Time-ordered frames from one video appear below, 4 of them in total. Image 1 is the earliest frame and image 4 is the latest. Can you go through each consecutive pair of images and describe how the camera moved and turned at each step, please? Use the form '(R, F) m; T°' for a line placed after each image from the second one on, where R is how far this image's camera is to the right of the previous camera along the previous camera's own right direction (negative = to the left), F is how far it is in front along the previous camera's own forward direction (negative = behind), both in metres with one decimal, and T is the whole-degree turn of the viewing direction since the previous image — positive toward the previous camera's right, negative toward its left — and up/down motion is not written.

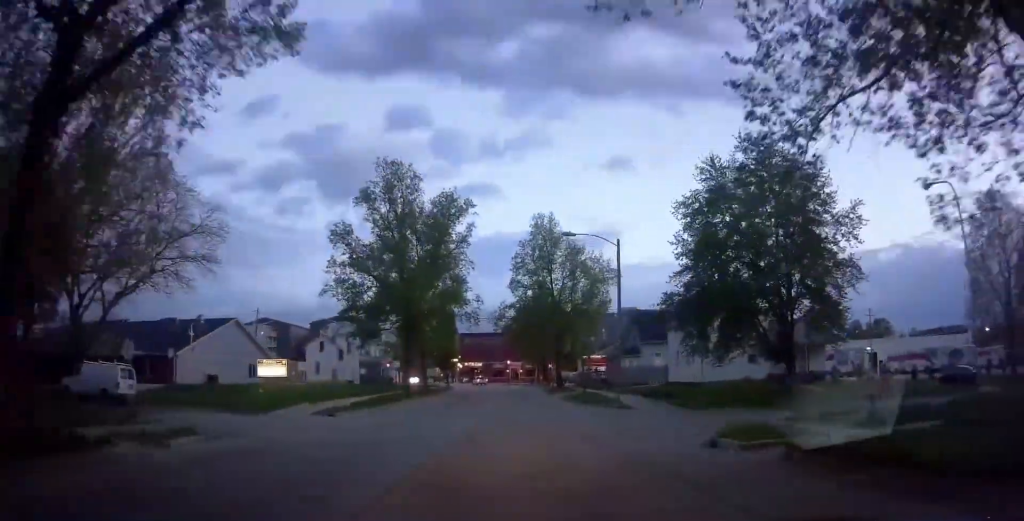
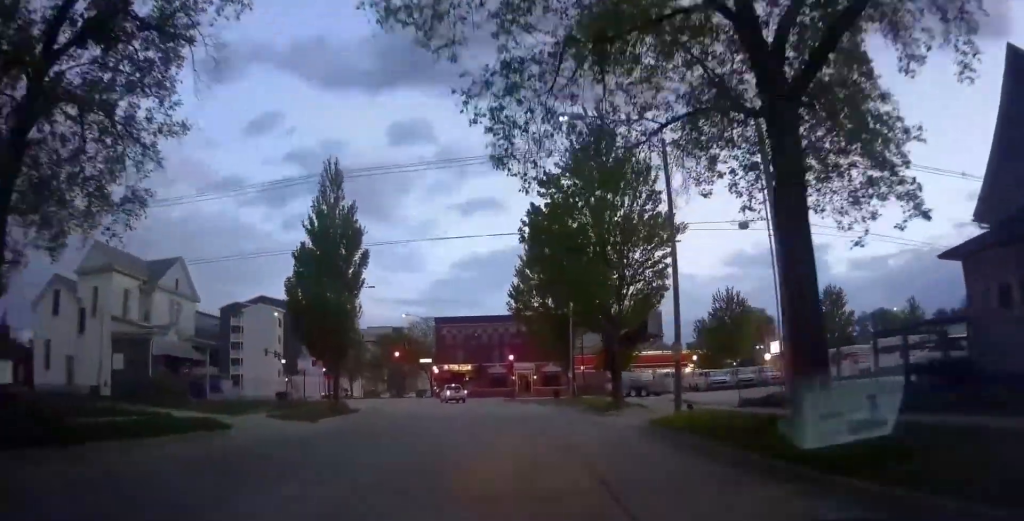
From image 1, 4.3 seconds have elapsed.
(-0.1, +60.6) m; -1°
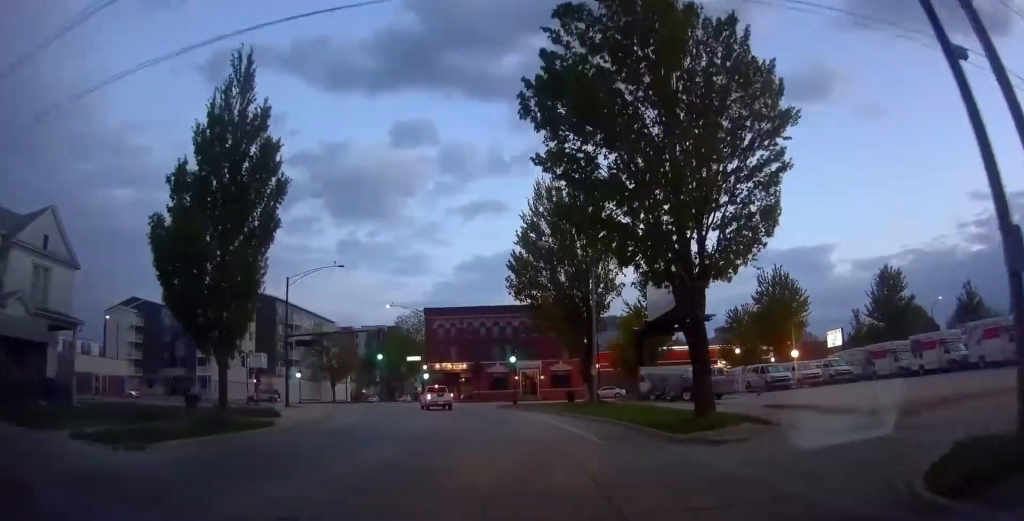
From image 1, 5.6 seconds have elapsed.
(0.0, +14.6) m; 0°
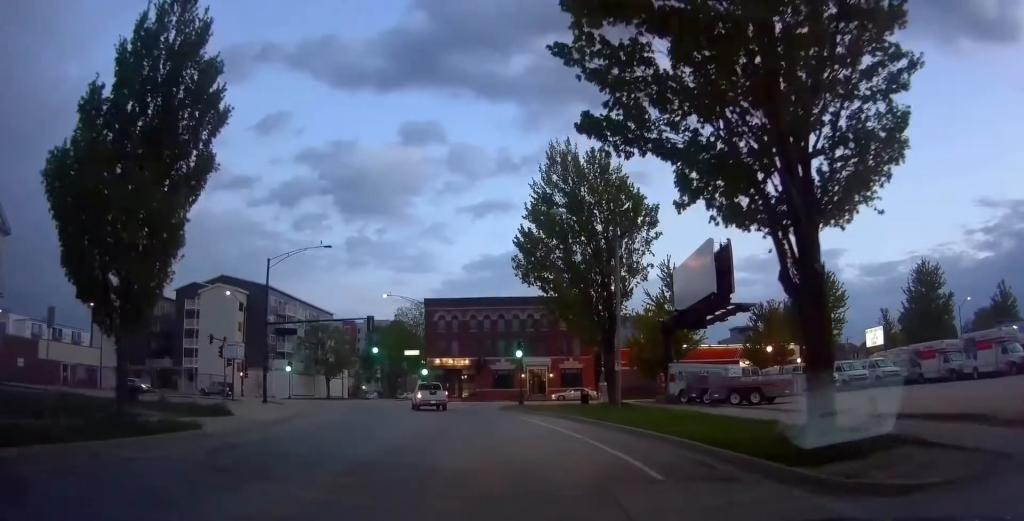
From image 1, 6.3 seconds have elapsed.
(0.0, +7.0) m; 0°
